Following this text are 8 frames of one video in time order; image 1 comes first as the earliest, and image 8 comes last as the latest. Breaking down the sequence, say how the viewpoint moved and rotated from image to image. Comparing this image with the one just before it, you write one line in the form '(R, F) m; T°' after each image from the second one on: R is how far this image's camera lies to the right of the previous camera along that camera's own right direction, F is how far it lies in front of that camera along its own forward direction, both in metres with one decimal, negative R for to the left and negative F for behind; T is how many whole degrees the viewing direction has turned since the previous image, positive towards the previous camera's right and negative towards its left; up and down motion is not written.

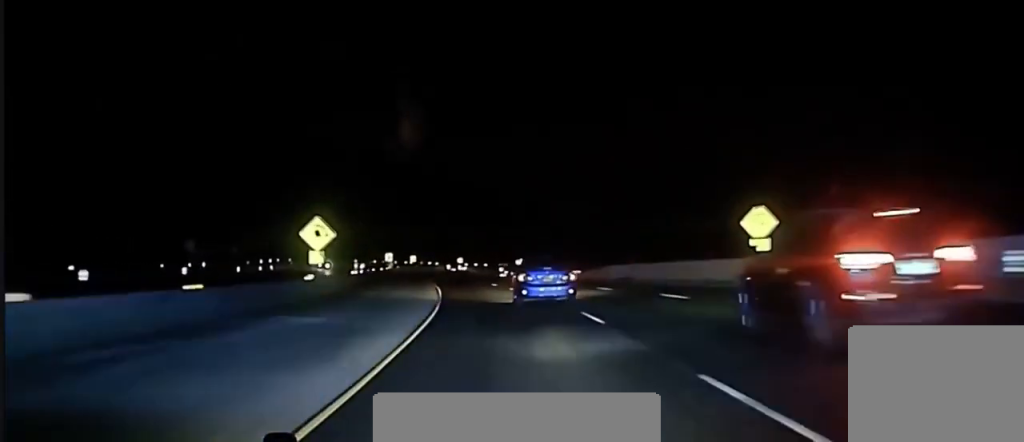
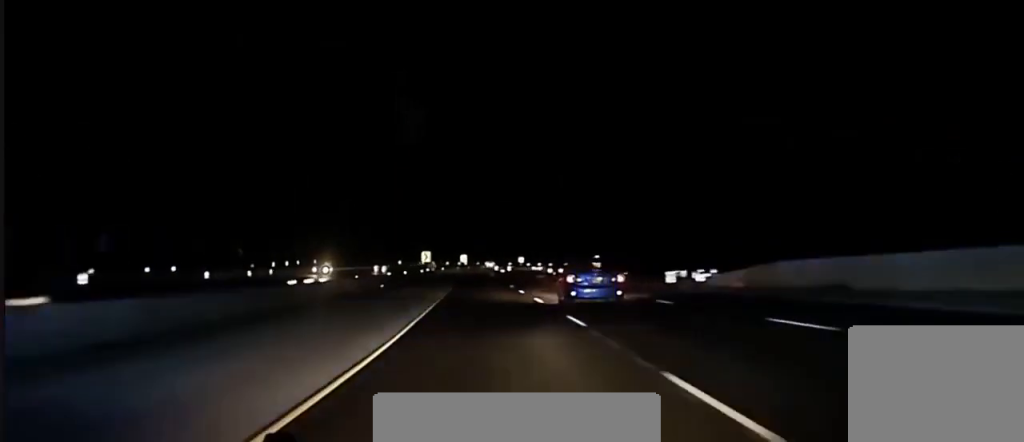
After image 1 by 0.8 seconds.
(-1.4, +35.3) m; -4°
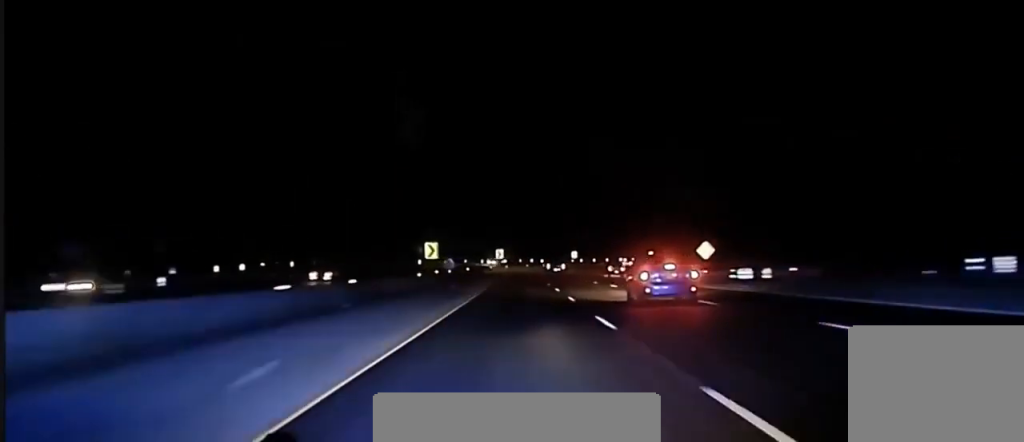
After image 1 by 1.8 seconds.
(-2.0, +50.6) m; -2°
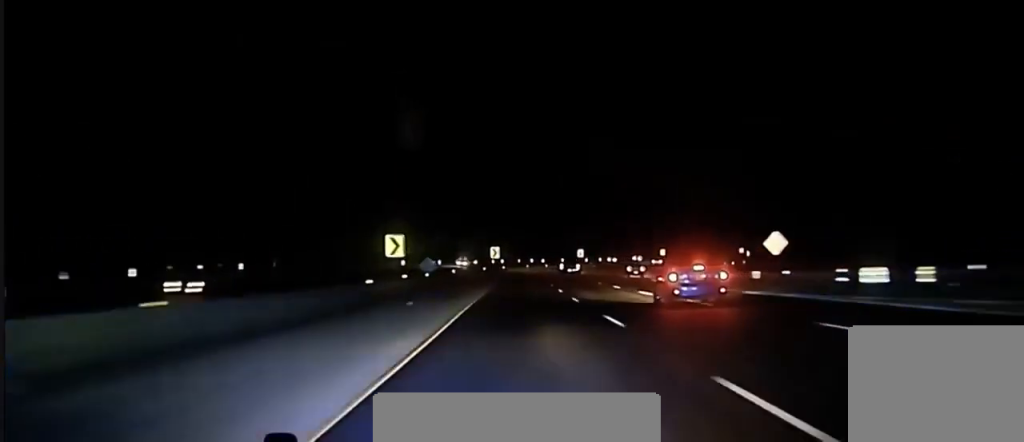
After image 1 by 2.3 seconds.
(-0.3, +23.4) m; 0°
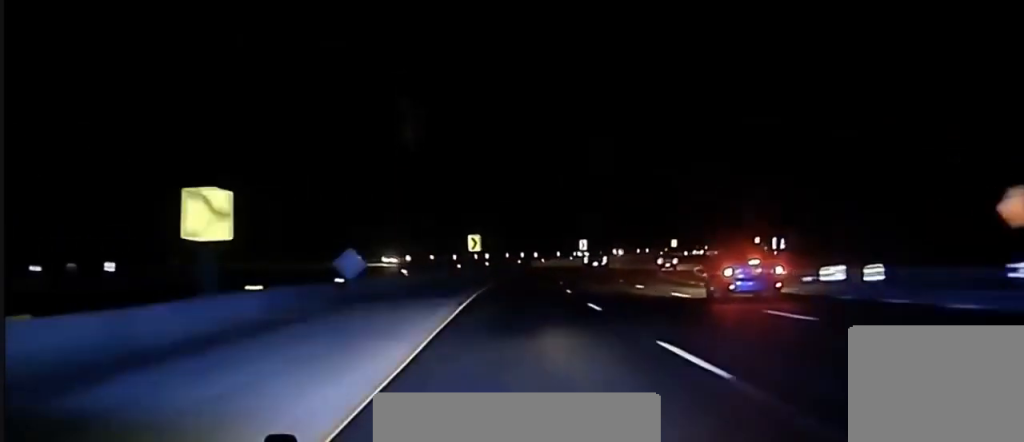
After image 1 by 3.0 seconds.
(+0.4, +33.6) m; +2°
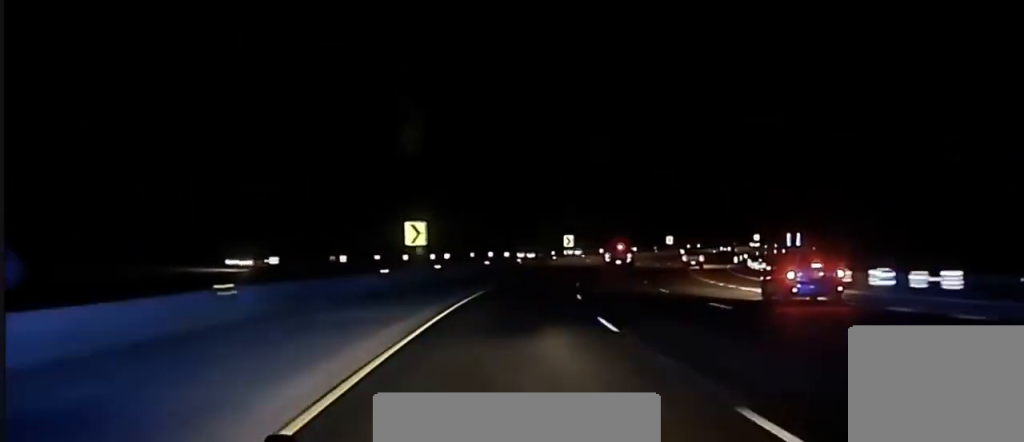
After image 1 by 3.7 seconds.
(+0.5, +30.8) m; +3°
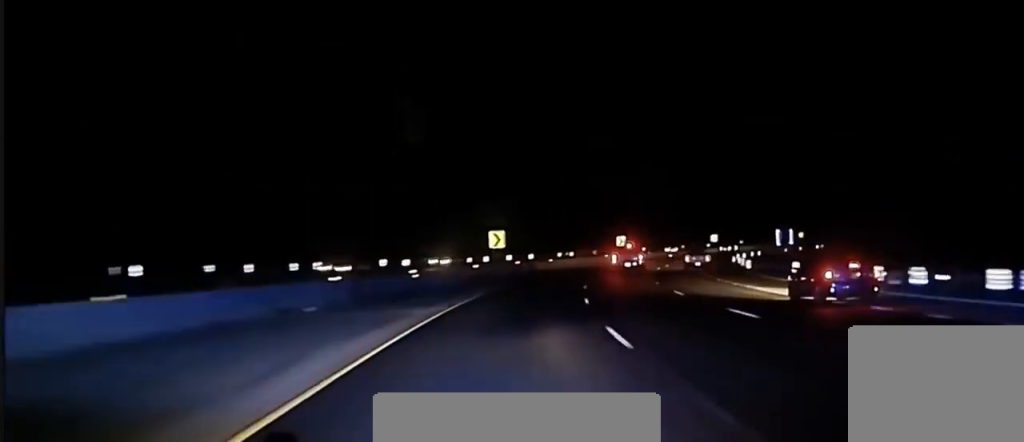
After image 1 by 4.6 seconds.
(+1.4, +39.6) m; +6°
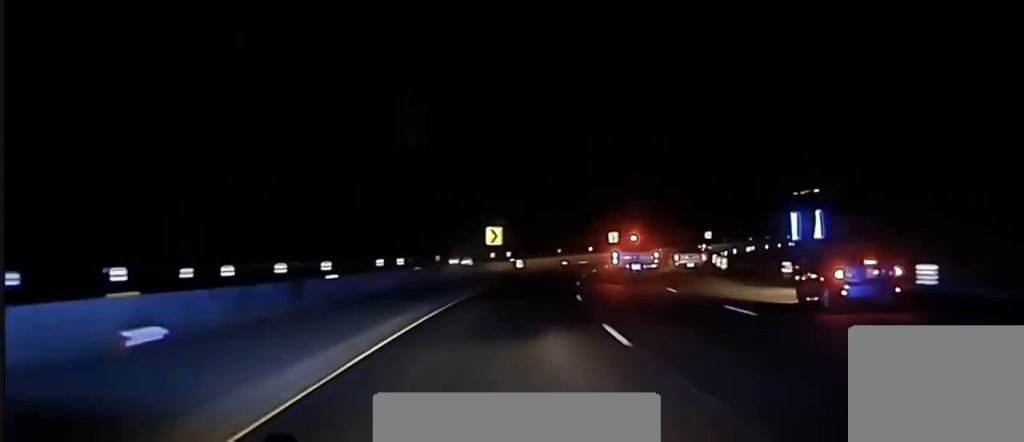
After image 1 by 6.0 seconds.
(+5.8, +60.4) m; +11°
